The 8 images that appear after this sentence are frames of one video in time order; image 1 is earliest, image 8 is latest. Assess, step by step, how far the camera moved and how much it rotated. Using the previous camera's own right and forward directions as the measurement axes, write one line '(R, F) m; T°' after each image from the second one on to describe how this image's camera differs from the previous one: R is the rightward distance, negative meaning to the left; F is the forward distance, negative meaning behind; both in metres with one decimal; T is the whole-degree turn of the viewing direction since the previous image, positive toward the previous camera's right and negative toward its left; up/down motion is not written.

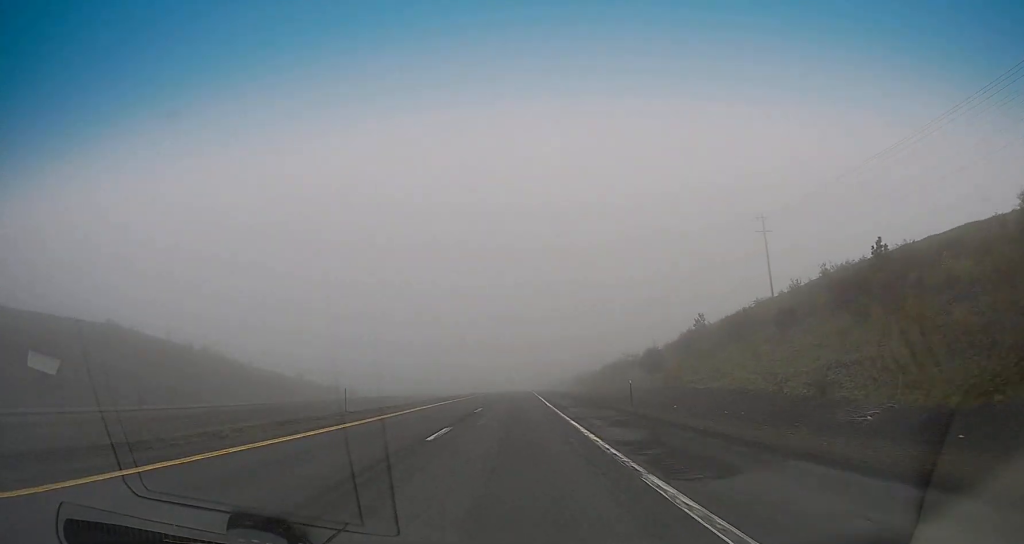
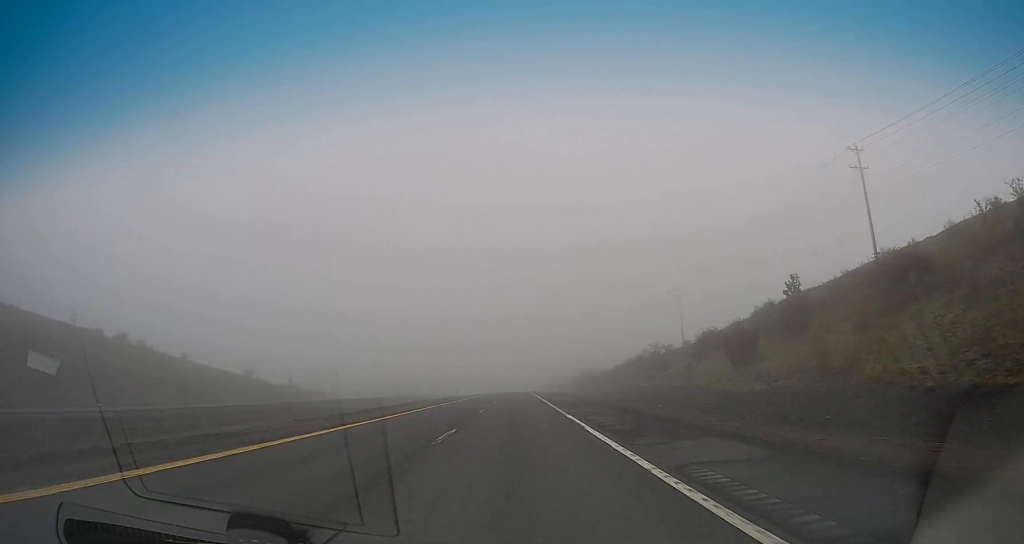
(-0.2, +29.4) m; -1°
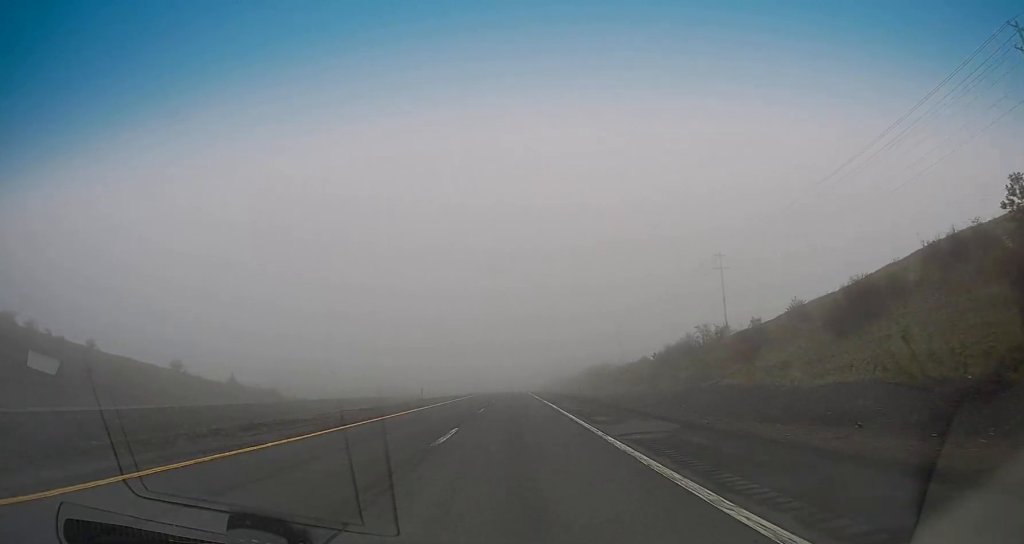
(0.0, +30.4) m; +1°
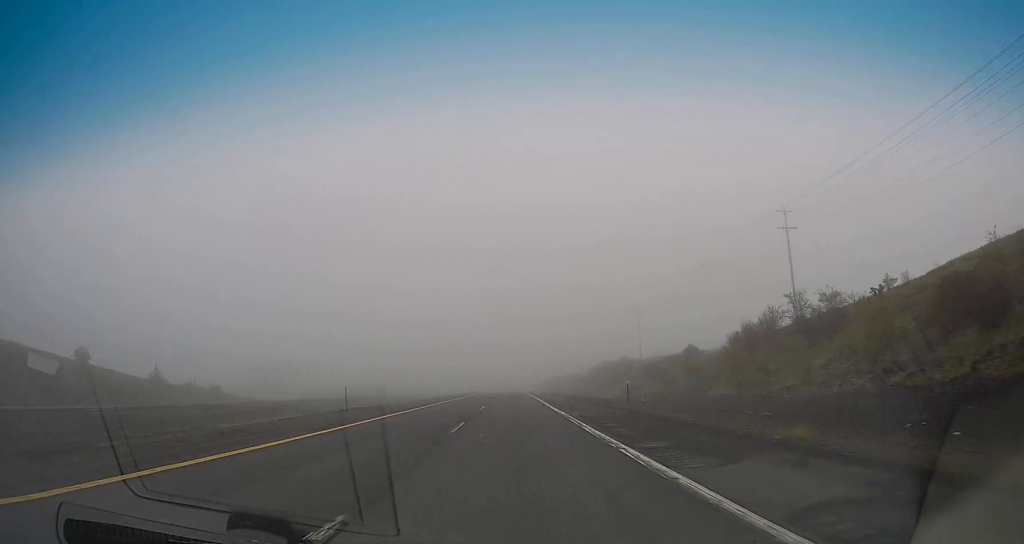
(+0.3, +29.1) m; 0°
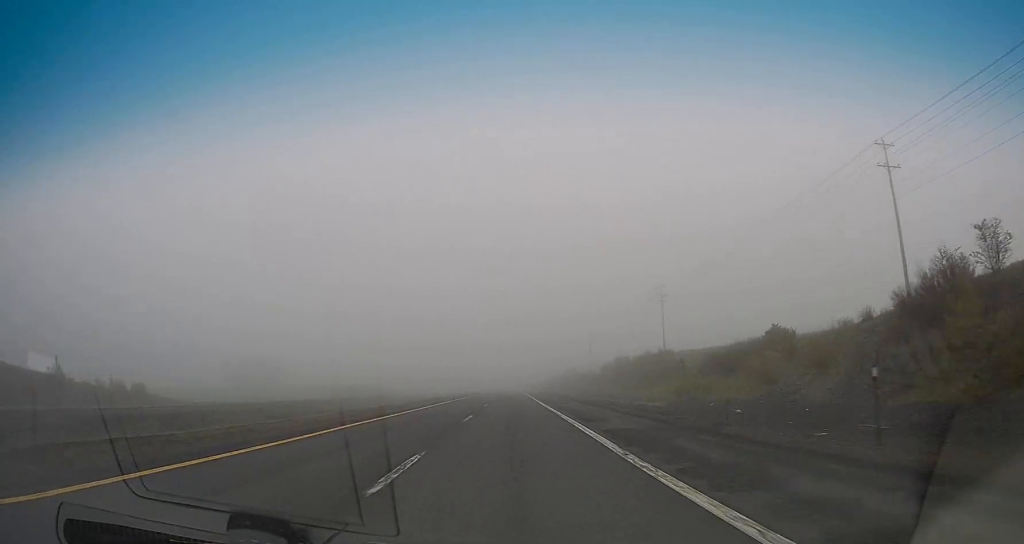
(-0.1, +27.7) m; 0°
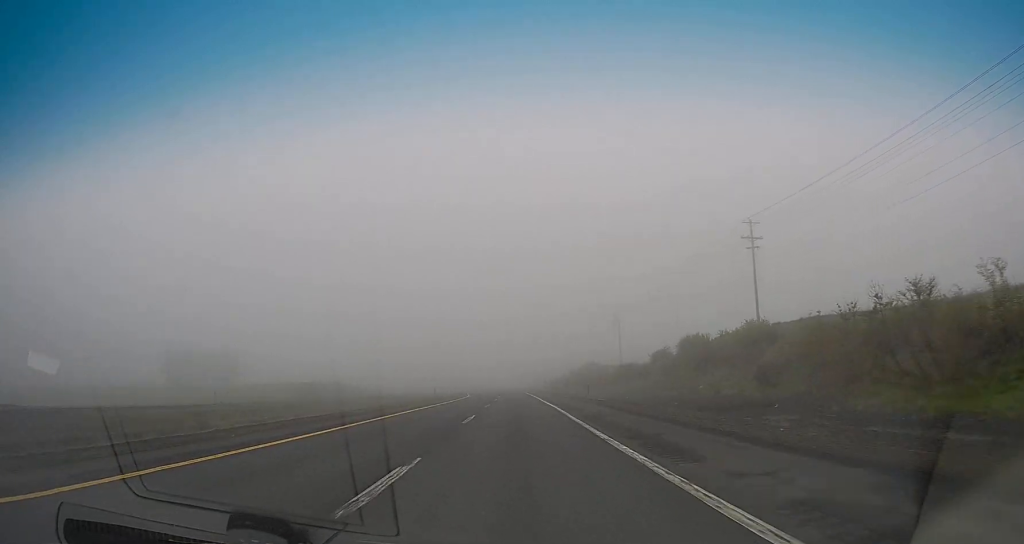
(+0.3, +48.9) m; +1°
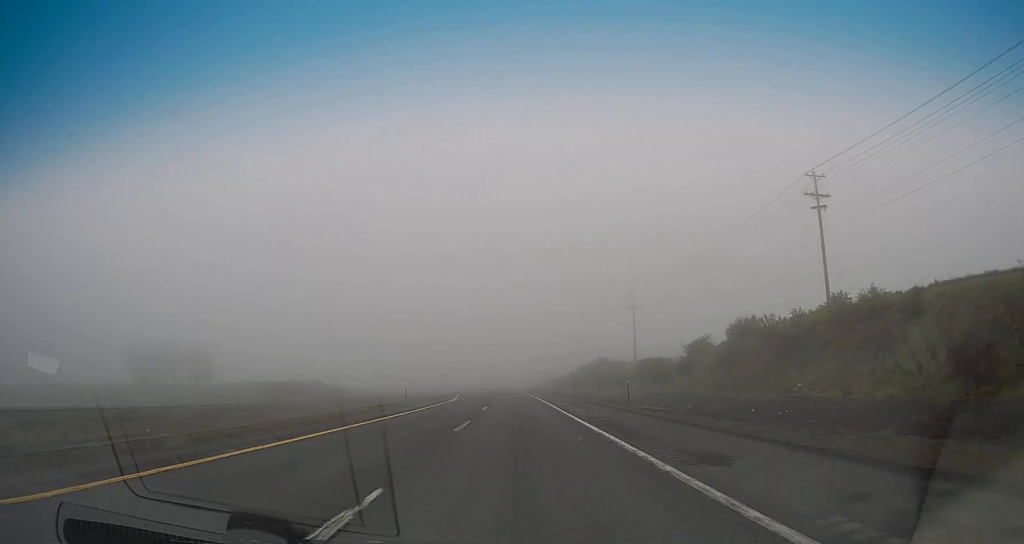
(+0.1, +18.8) m; 0°
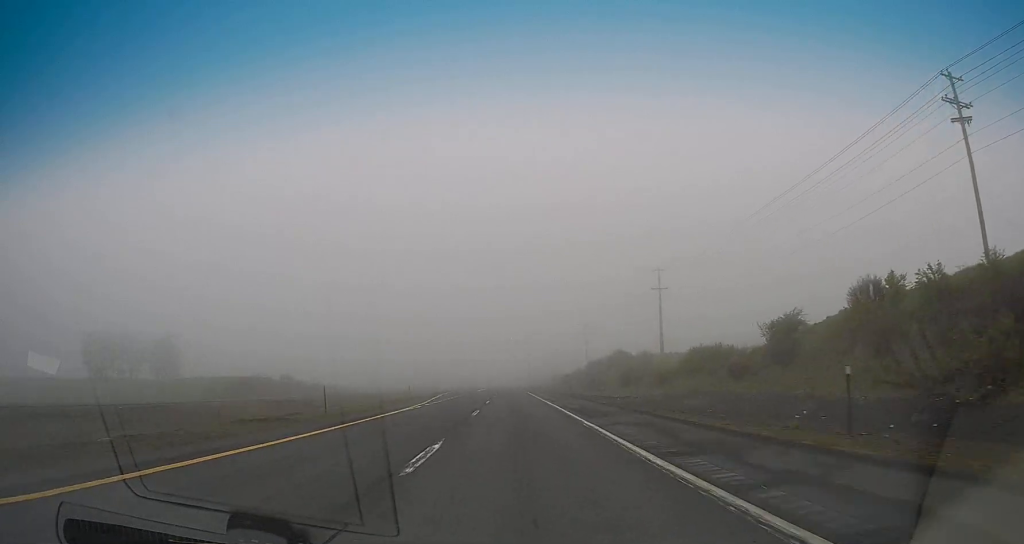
(-0.2, +21.2) m; -1°
